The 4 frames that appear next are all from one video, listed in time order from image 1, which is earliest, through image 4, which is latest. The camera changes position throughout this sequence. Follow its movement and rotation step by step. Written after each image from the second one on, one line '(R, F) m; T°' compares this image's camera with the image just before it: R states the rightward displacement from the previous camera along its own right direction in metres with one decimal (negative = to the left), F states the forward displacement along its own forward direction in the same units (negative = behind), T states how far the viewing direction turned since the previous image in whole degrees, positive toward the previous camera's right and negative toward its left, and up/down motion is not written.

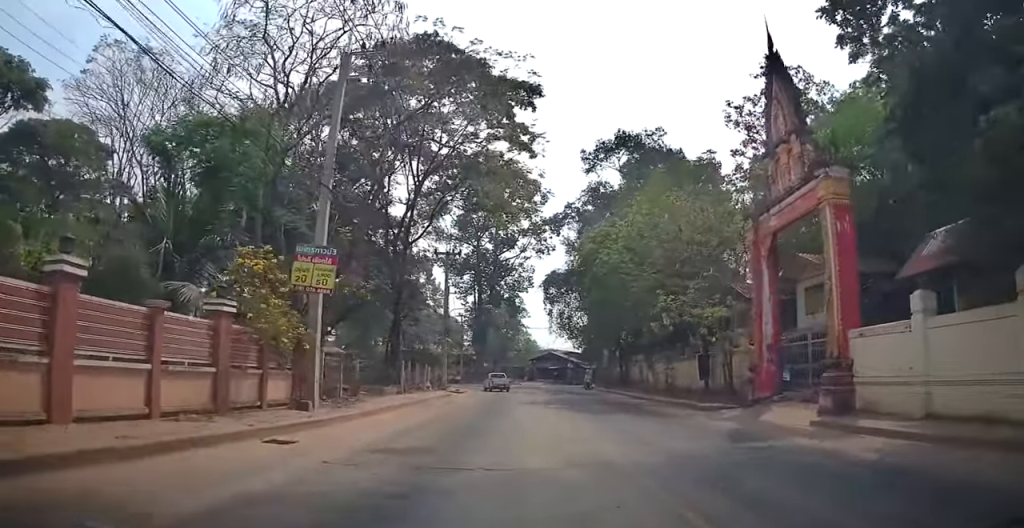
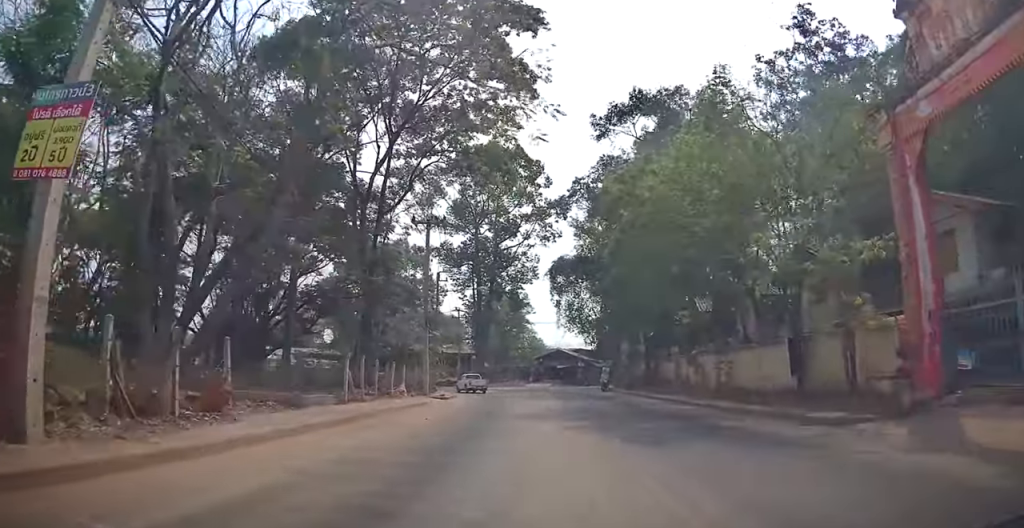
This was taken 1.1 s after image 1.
(-0.3, +9.7) m; -3°
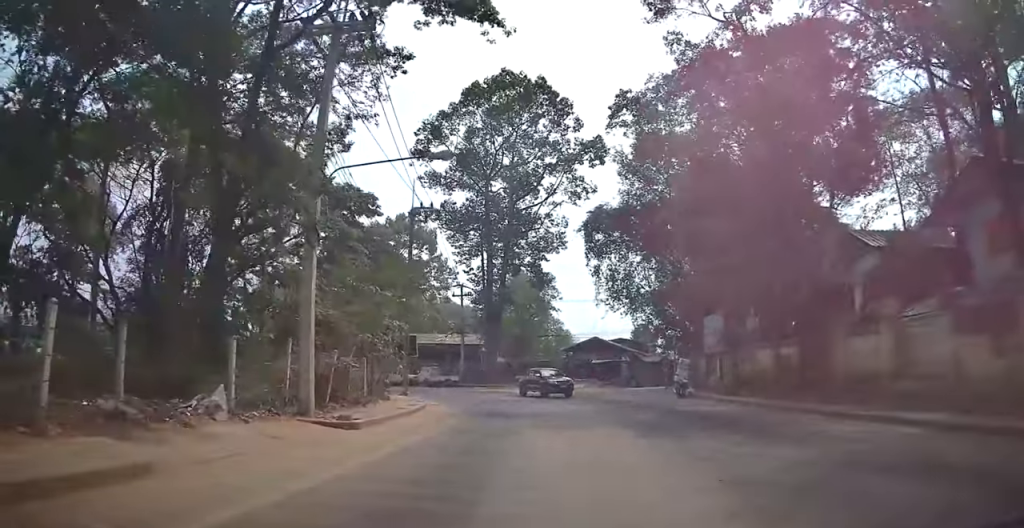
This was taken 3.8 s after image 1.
(+0.2, +20.6) m; +5°
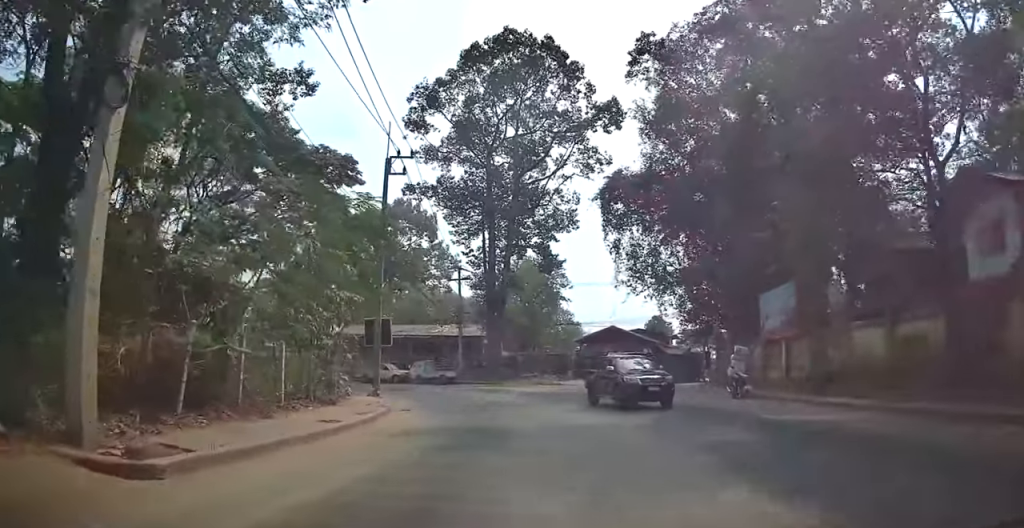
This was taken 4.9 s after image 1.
(+0.3, +7.6) m; 0°
